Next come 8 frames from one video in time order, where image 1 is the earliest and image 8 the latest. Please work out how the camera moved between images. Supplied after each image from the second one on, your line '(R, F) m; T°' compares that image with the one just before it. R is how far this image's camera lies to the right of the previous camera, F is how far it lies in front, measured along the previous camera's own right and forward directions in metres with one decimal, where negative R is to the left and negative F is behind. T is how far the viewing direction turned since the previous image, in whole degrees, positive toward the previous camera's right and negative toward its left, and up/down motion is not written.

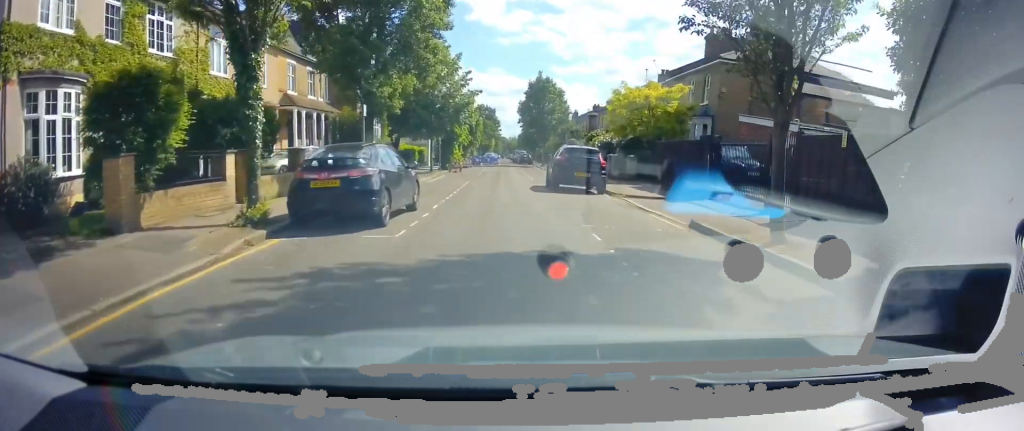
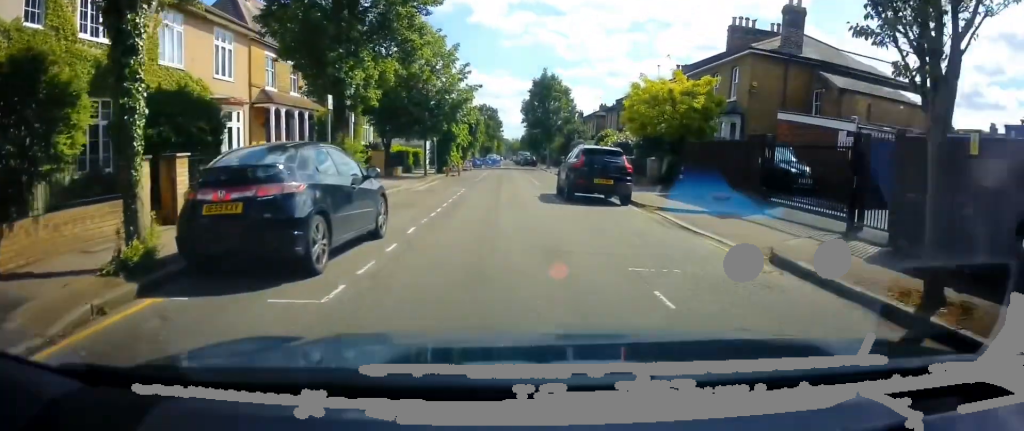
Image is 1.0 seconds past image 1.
(0.0, +4.1) m; -2°
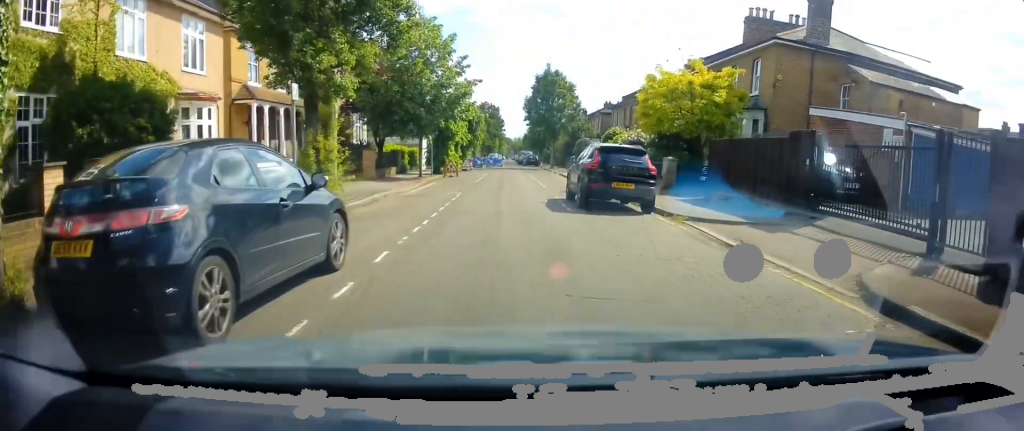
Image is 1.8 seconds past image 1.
(-0.1, +2.7) m; -1°
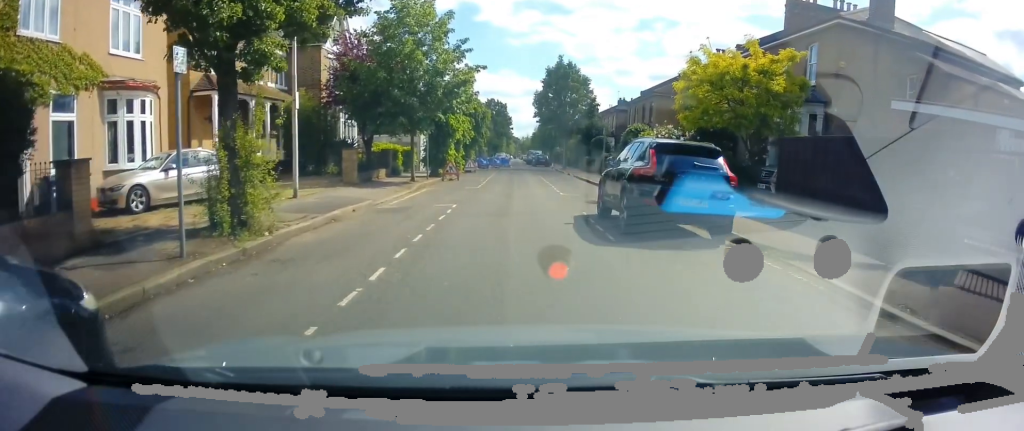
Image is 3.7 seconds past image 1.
(+0.1, +4.9) m; 0°
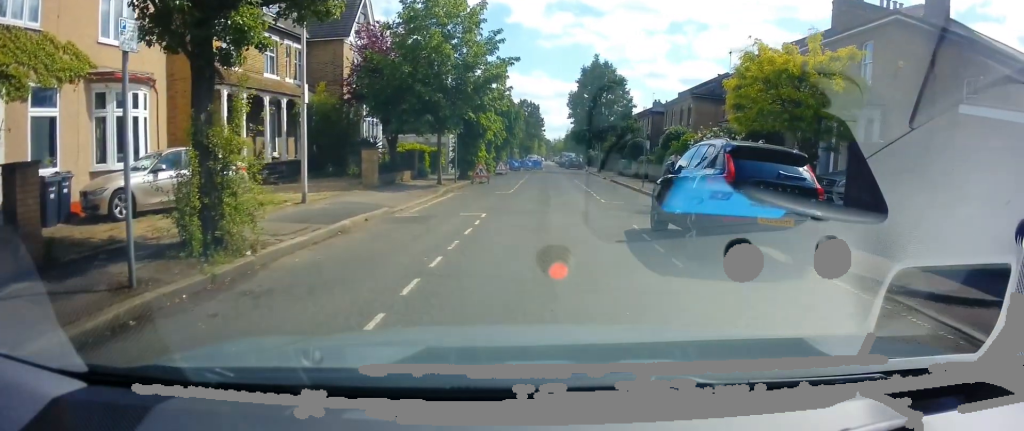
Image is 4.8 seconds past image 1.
(-0.1, +2.0) m; -5°
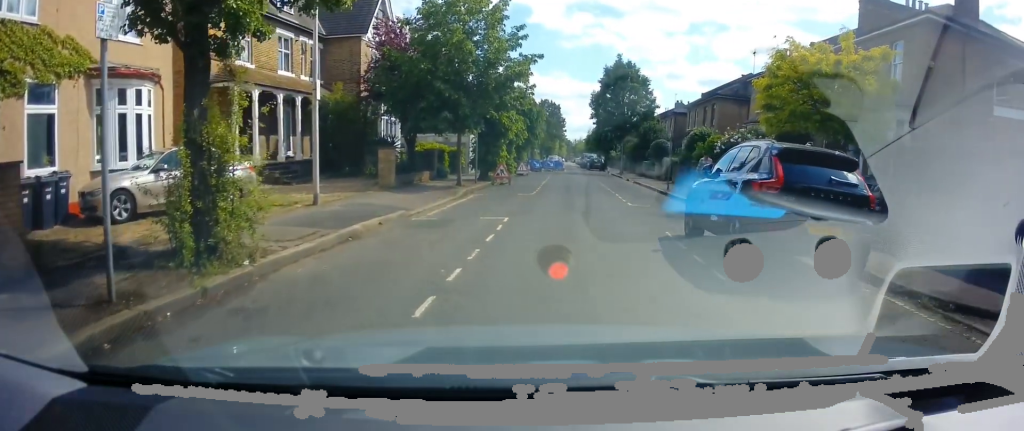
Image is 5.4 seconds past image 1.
(0.0, +0.9) m; -1°
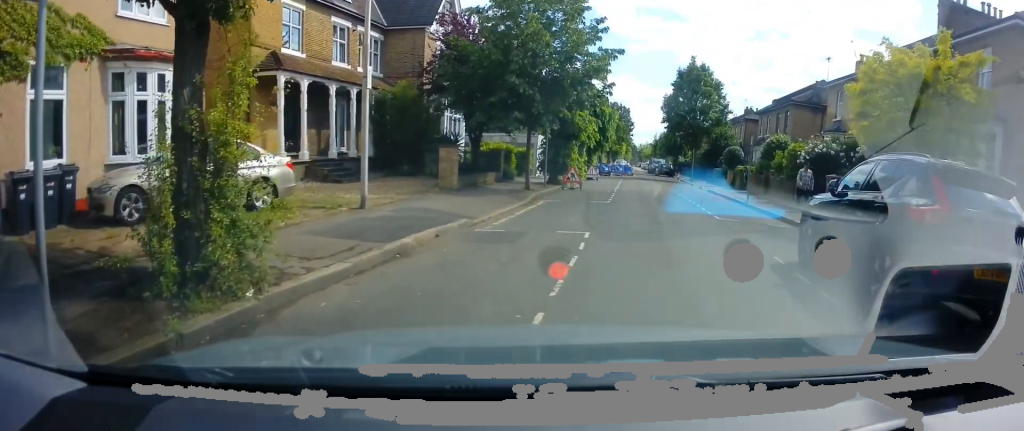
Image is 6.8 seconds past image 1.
(0.0, +1.8) m; 0°
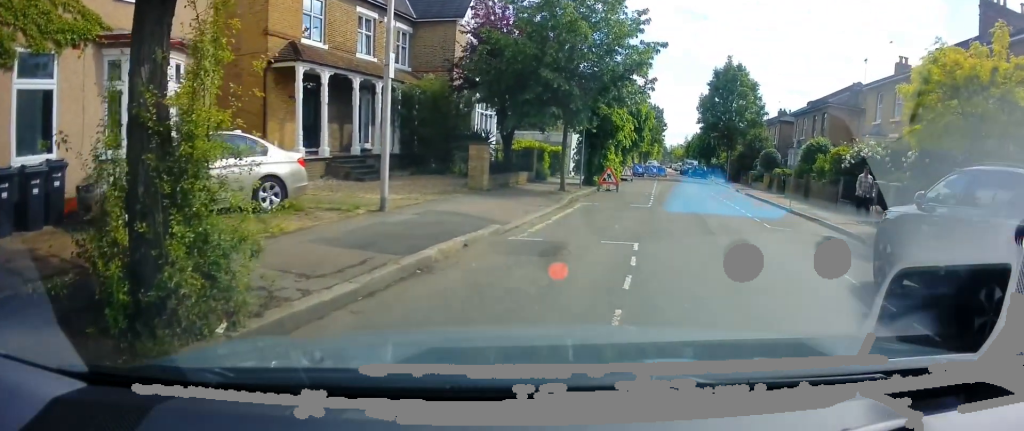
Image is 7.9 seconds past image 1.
(-0.3, +1.1) m; 0°
